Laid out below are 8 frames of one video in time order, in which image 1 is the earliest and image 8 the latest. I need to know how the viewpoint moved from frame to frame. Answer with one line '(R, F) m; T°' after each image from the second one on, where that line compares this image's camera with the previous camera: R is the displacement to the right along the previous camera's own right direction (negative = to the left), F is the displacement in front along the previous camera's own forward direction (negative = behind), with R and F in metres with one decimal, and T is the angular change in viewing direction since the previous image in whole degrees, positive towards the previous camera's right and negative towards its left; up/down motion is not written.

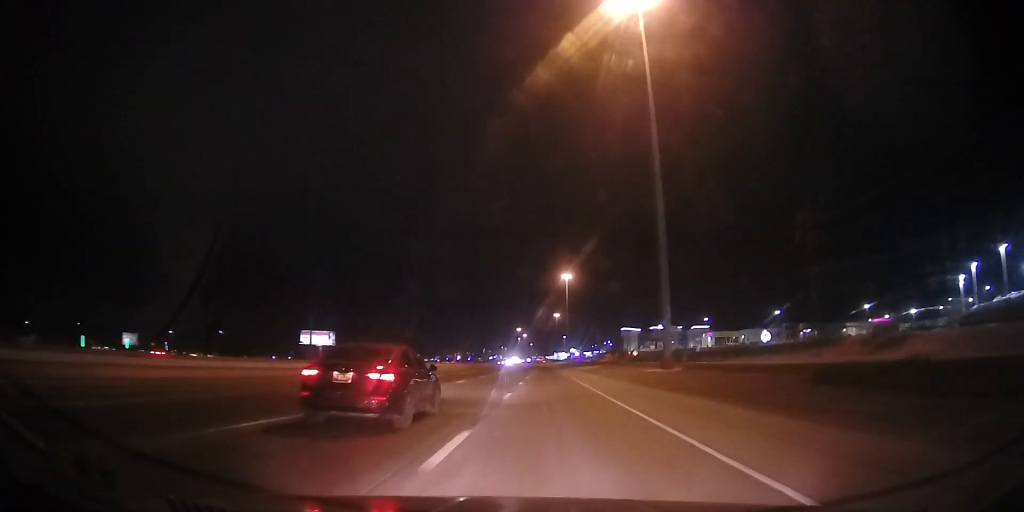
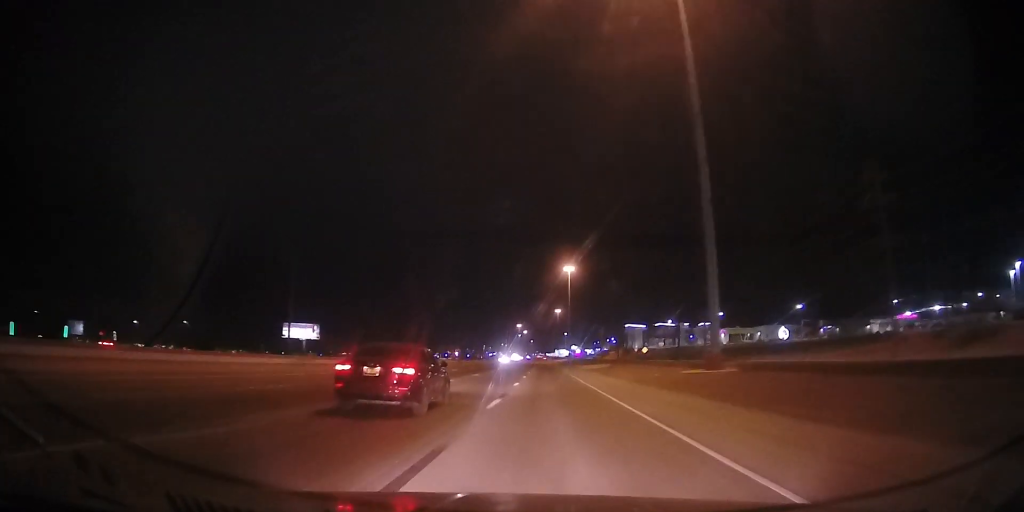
(+0.2, +16.9) m; 0°
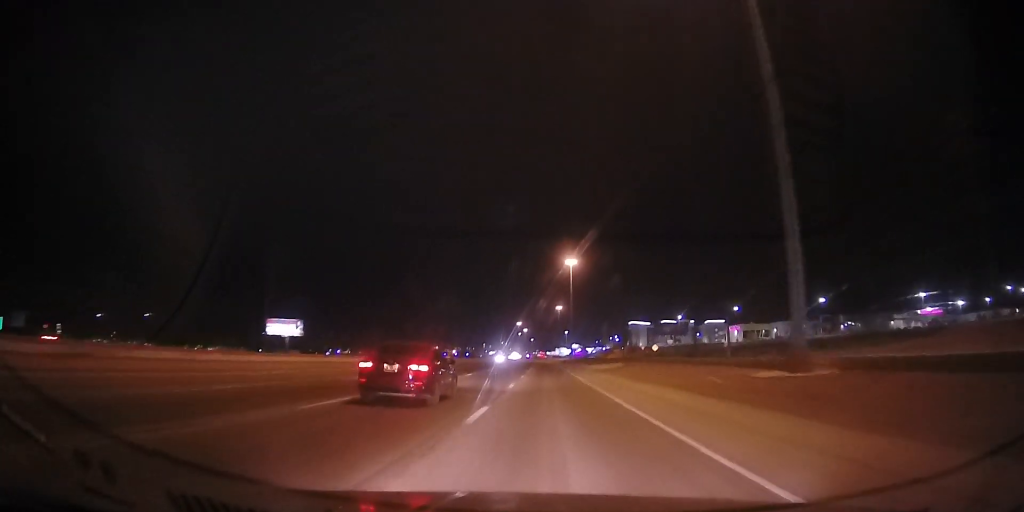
(0.0, +15.2) m; 0°
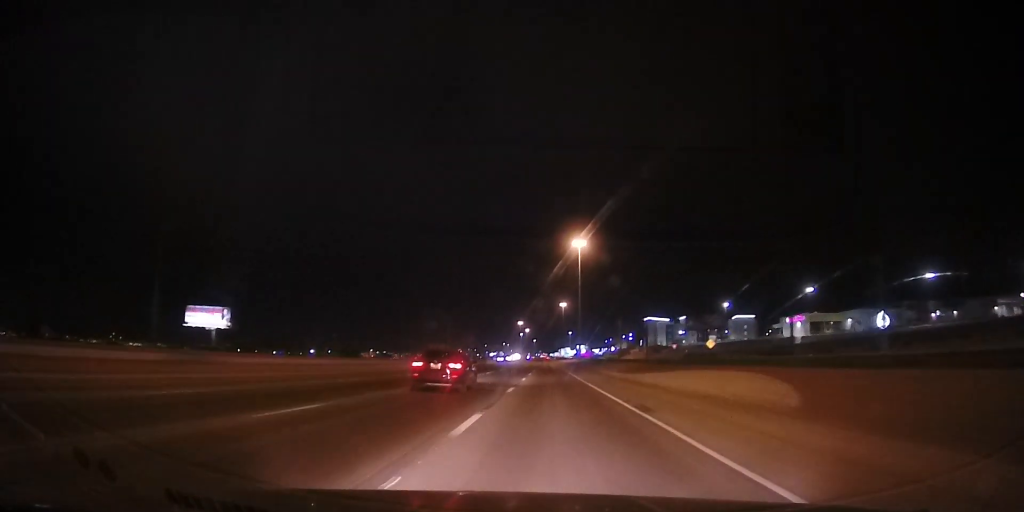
(-0.4, +50.1) m; 0°
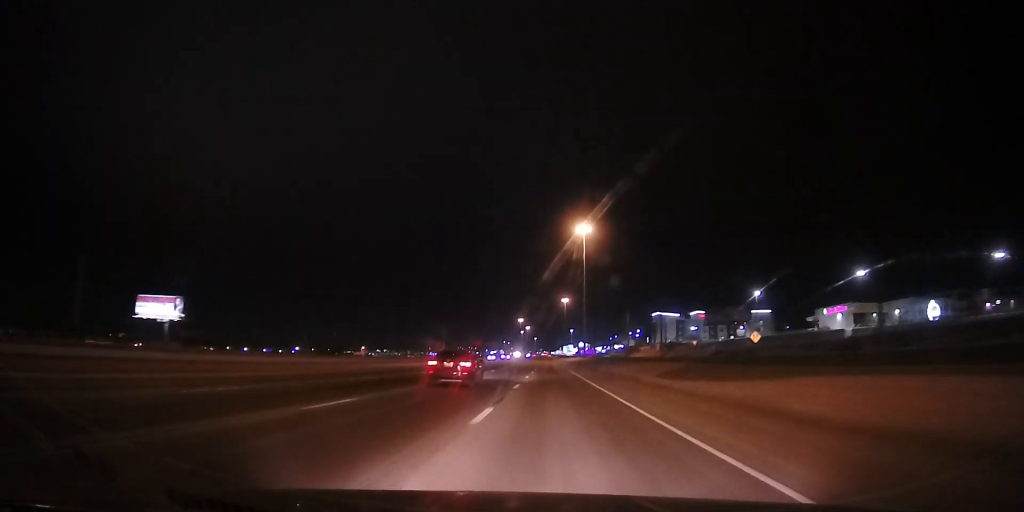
(-0.1, +22.5) m; +1°
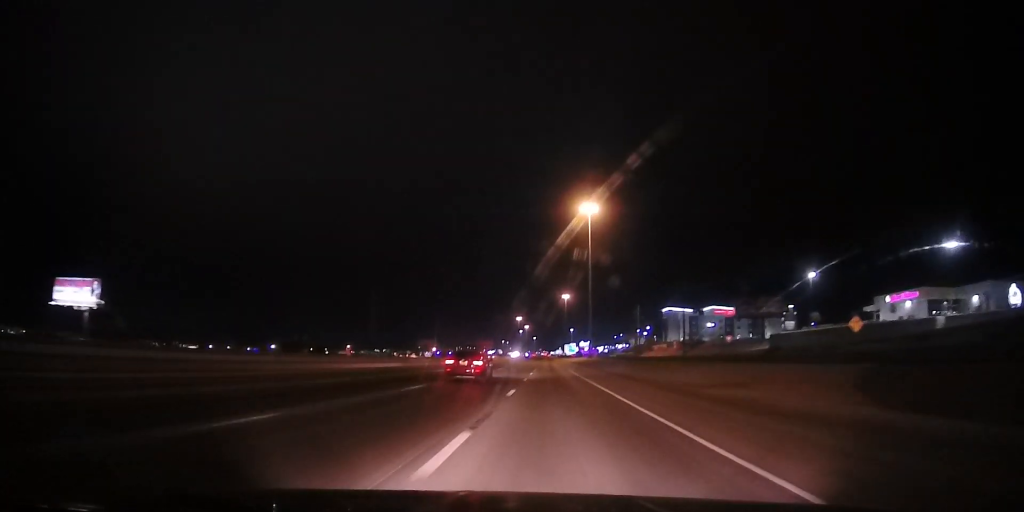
(+0.6, +28.8) m; 0°
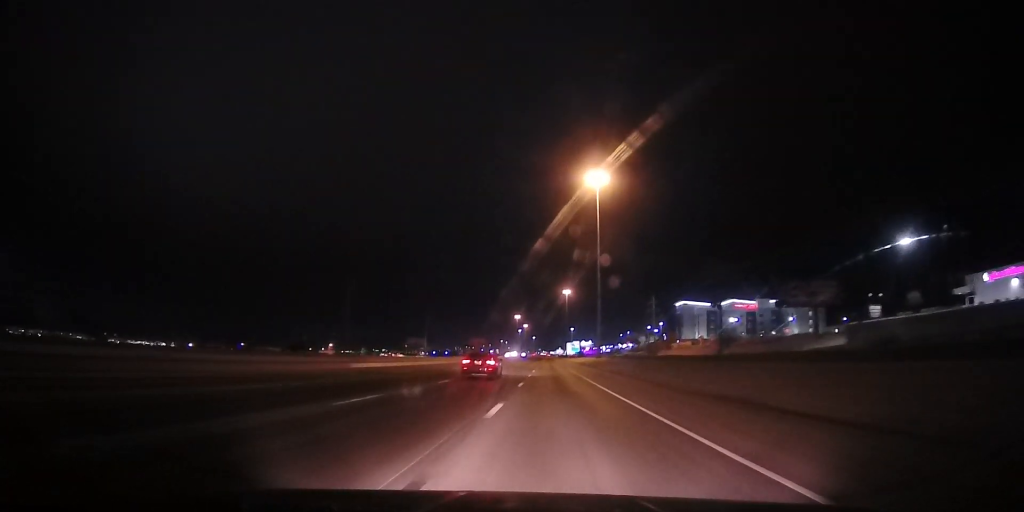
(-0.7, +30.6) m; -1°
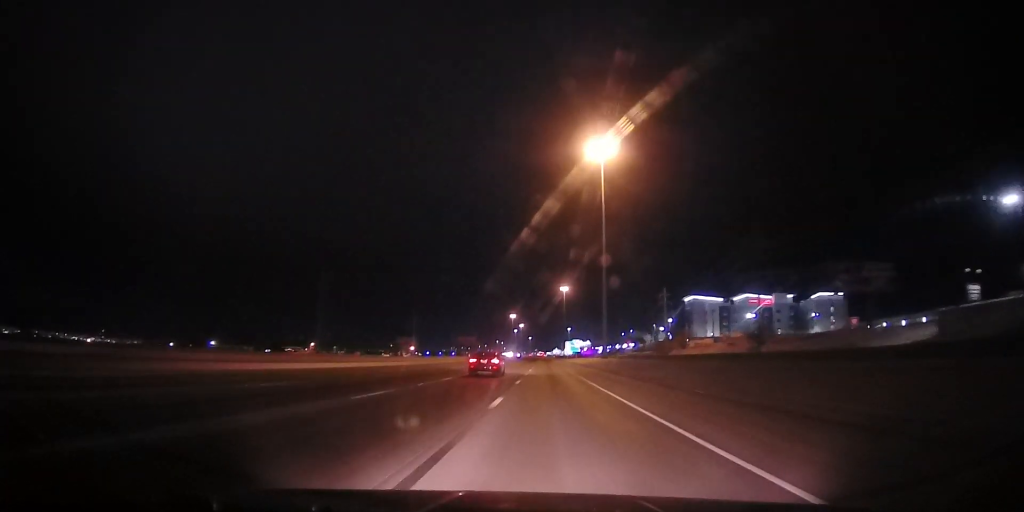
(0.0, +22.4) m; 0°
